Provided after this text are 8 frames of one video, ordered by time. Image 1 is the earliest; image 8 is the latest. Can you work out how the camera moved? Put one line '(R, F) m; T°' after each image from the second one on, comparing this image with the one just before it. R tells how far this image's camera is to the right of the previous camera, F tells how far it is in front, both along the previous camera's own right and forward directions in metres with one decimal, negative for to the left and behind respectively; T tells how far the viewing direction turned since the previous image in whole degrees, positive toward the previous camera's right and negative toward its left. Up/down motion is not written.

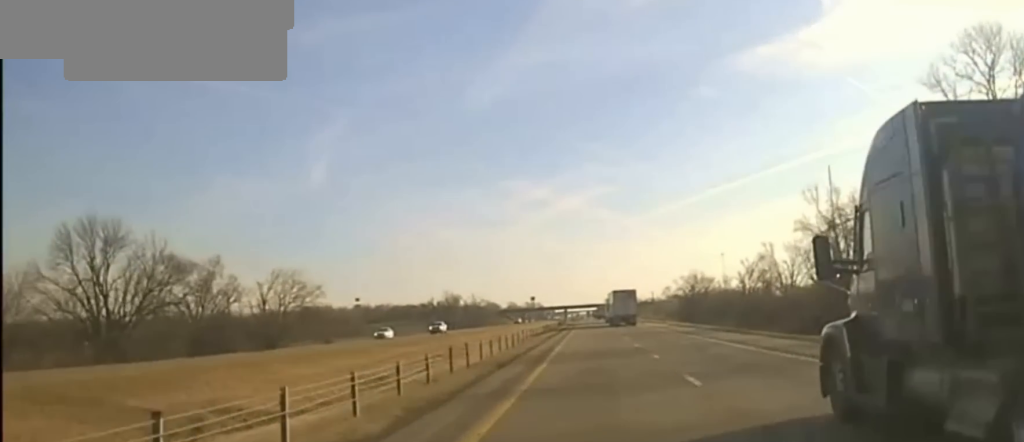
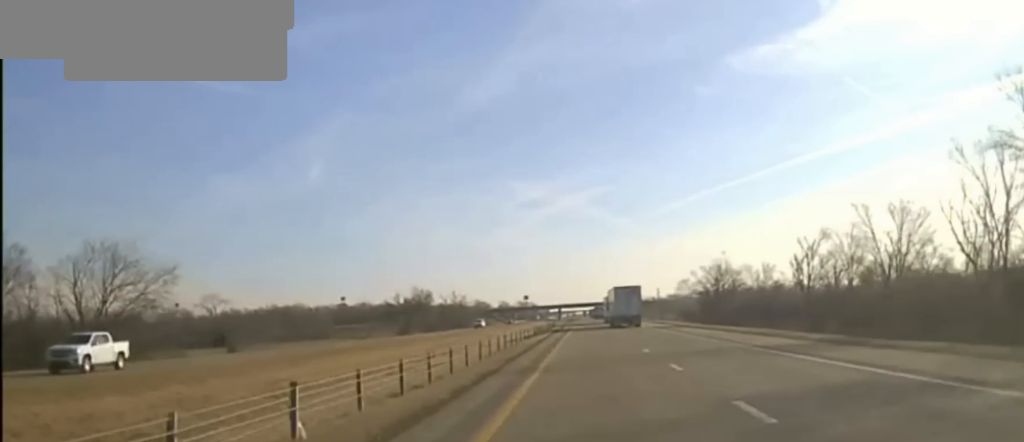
(+0.4, +53.0) m; 0°
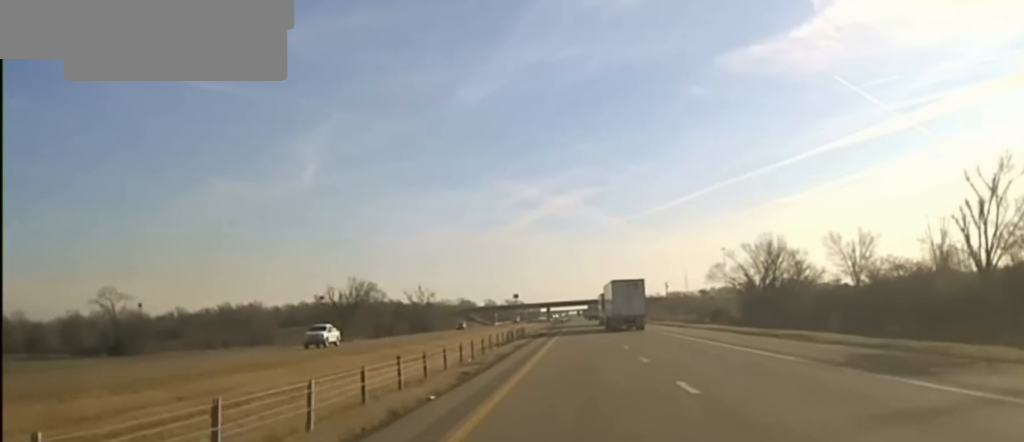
(-0.2, +67.3) m; 0°
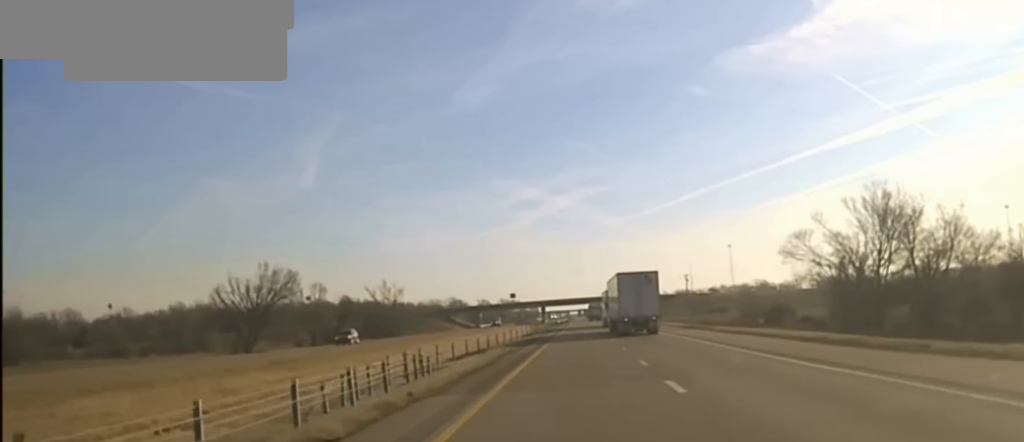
(+0.3, +61.4) m; 0°
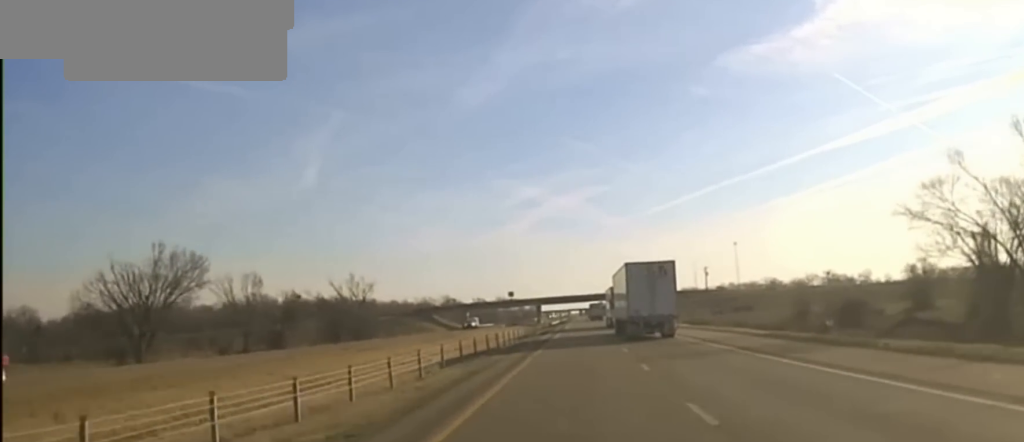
(-0.1, +34.4) m; 0°
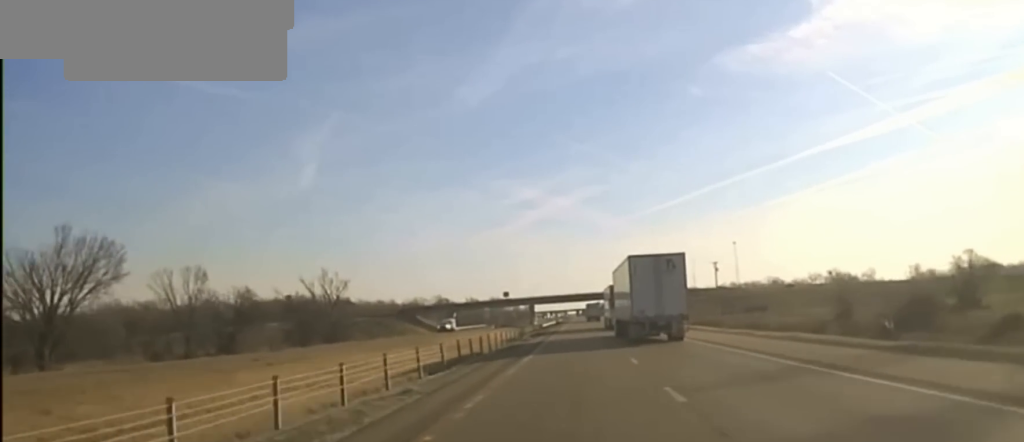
(0.0, +21.7) m; 0°
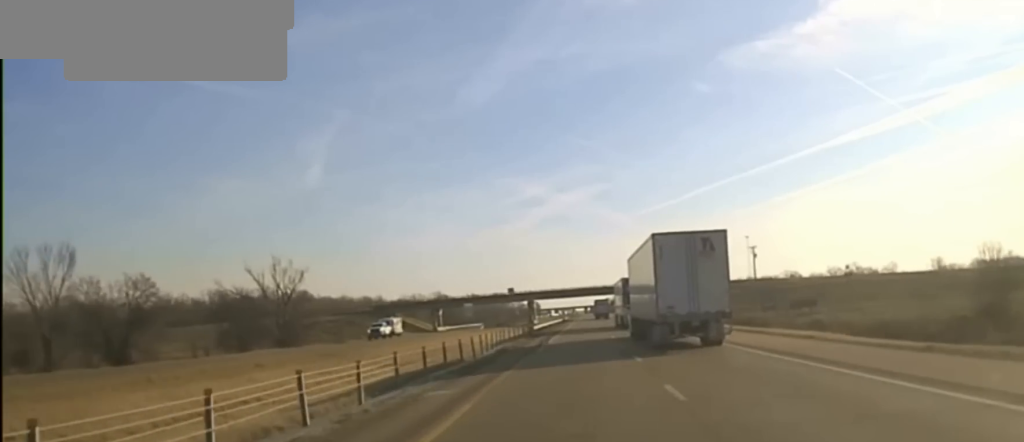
(-0.3, +36.9) m; 0°
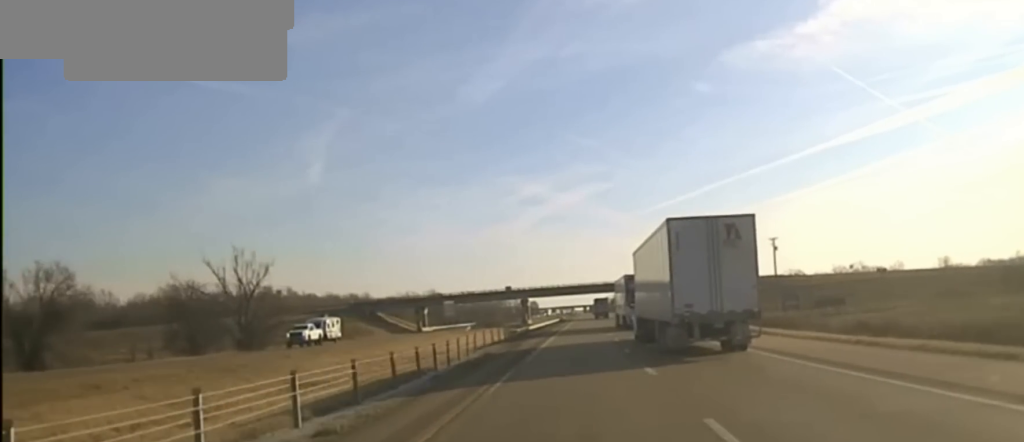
(0.0, +21.4) m; 0°
